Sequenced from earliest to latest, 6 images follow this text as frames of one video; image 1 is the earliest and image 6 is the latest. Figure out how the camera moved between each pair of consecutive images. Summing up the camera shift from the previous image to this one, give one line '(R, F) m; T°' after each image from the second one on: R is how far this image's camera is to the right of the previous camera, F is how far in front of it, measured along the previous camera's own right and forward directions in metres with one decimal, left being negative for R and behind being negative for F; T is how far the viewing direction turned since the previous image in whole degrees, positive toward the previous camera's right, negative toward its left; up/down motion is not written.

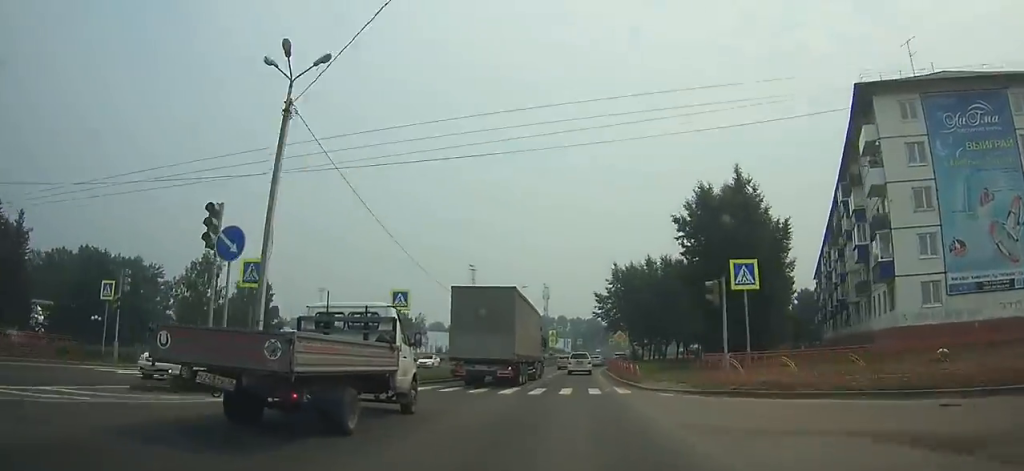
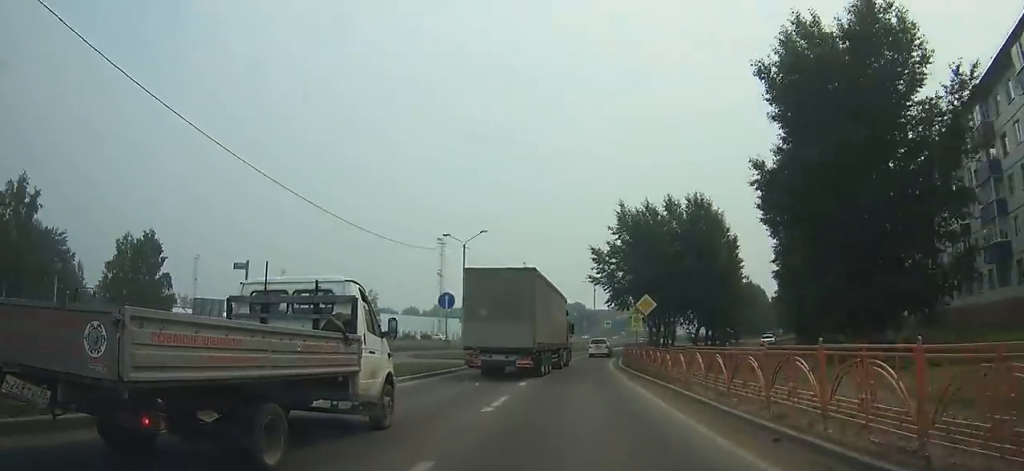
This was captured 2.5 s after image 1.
(0.0, +26.8) m; +2°
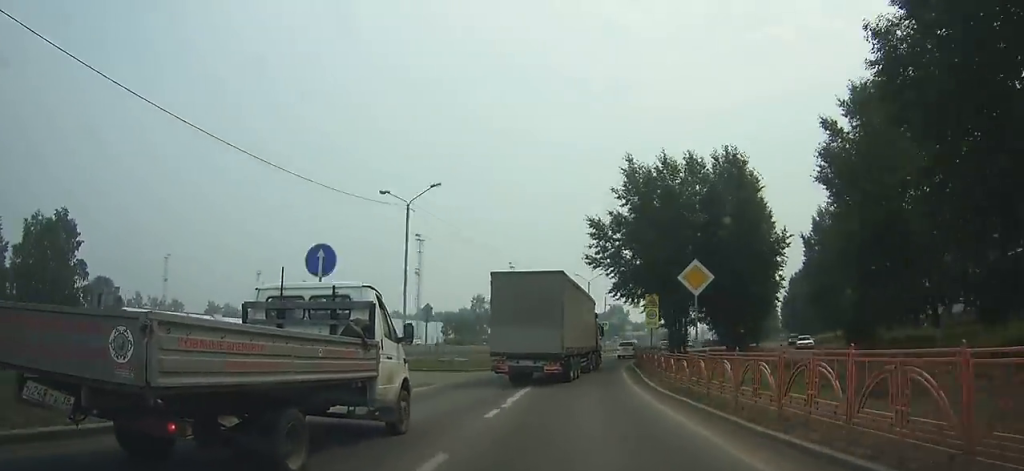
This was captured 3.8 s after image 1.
(-0.1, +14.2) m; +2°
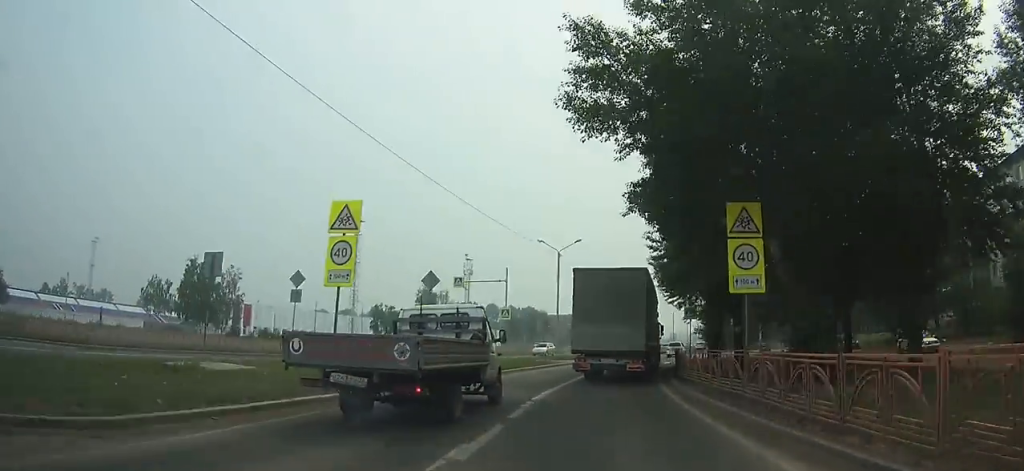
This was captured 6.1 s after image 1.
(+1.0, +25.4) m; +5°
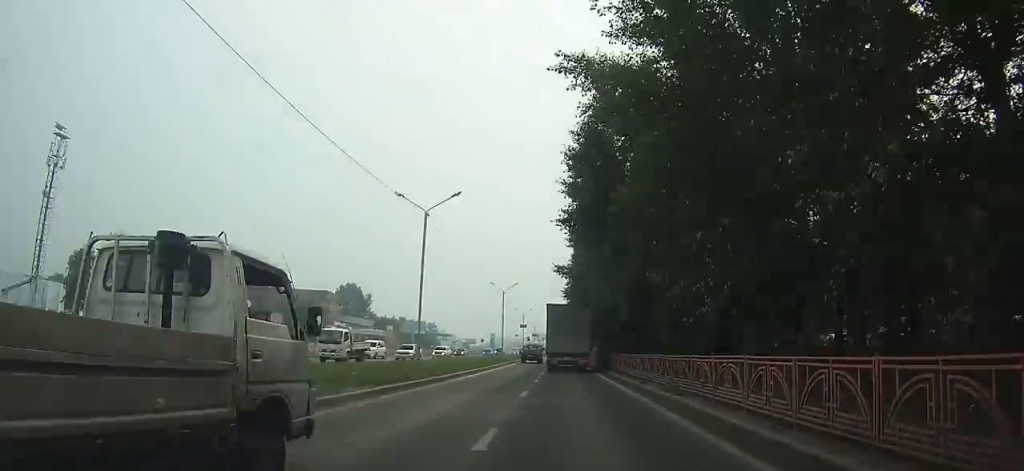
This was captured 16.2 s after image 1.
(+20.7, +119.4) m; +14°
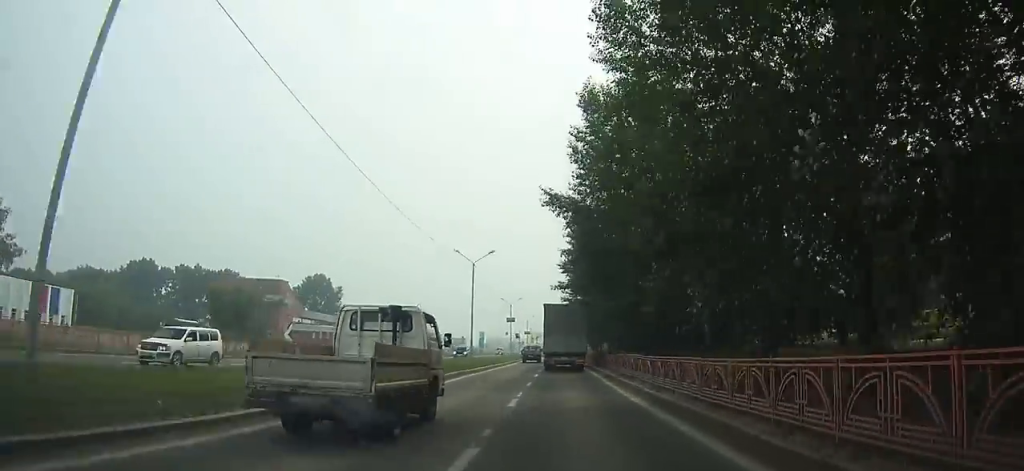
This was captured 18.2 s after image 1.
(+0.1, +24.5) m; 0°
